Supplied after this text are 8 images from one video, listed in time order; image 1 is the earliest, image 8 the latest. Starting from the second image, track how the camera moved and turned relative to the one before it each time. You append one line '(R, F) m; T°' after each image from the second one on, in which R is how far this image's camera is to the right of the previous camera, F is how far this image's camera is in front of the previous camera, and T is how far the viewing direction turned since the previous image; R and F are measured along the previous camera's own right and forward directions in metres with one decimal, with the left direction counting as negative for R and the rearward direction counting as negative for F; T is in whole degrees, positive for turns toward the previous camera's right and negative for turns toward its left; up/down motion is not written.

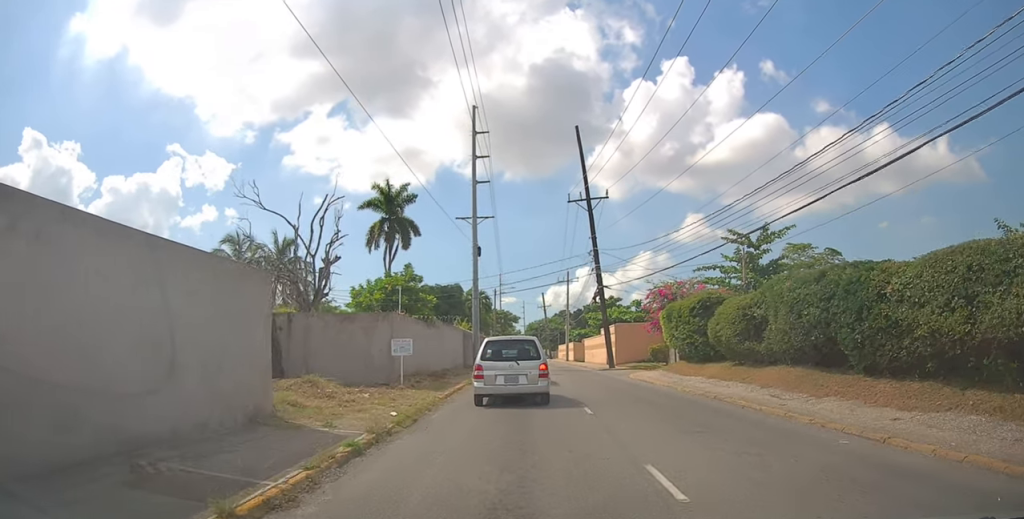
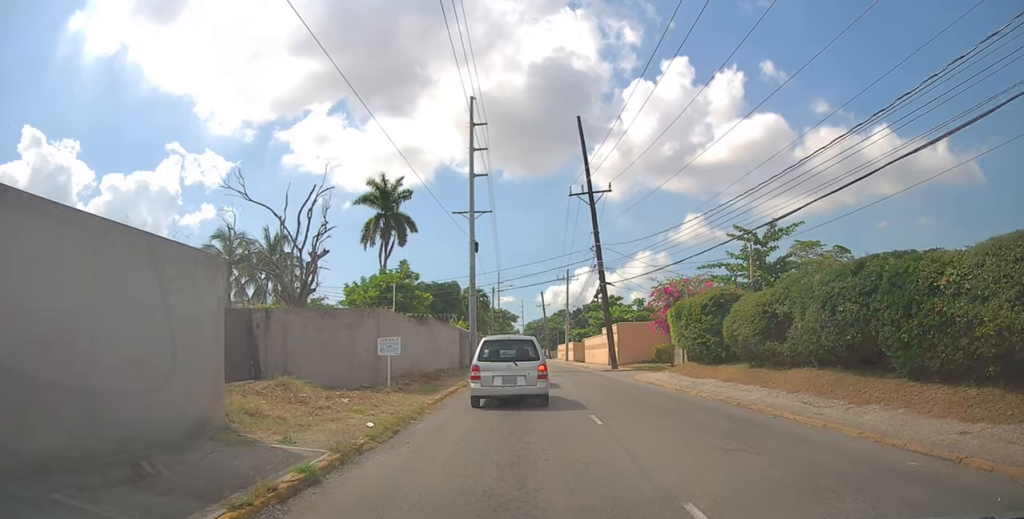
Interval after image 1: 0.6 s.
(-0.1, +1.7) m; -4°
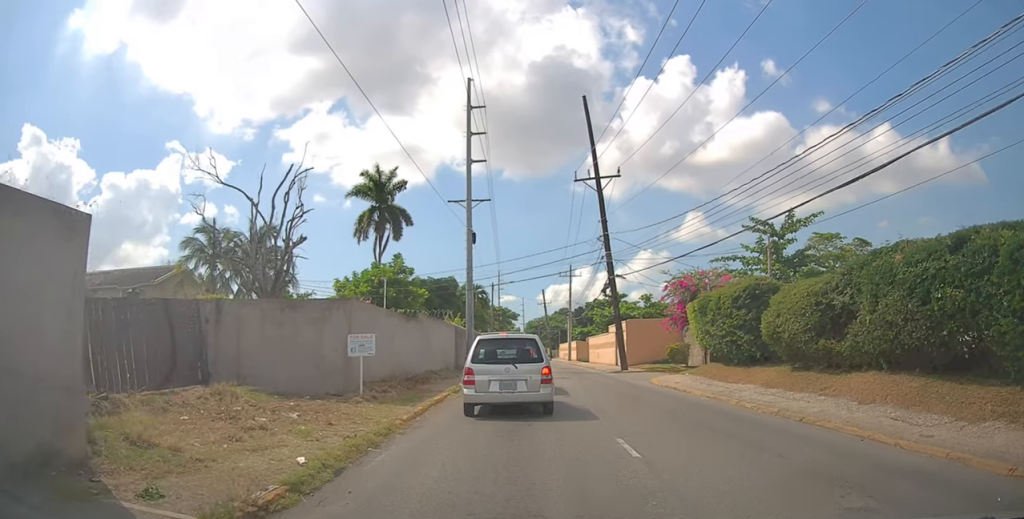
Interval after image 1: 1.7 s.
(0.0, +3.0) m; -1°
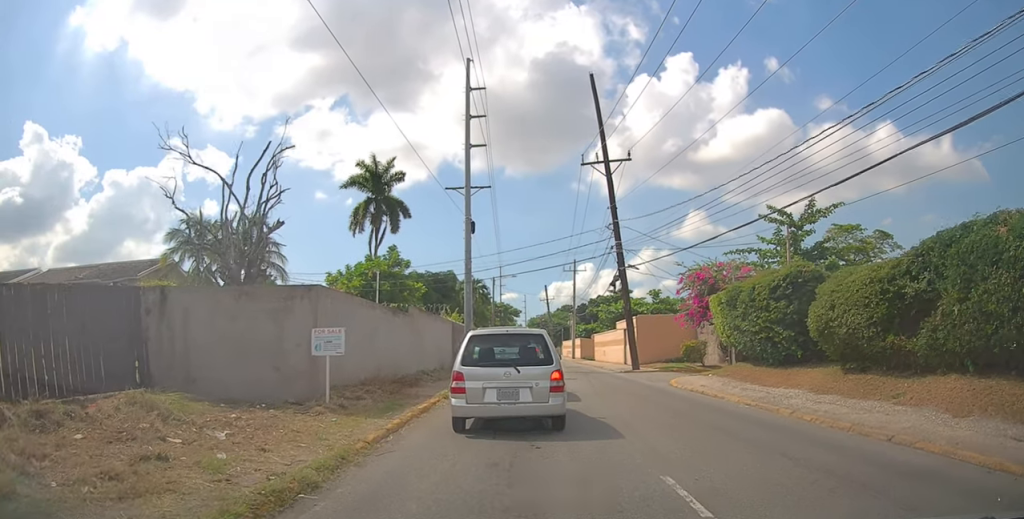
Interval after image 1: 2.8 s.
(0.0, +3.0) m; -4°
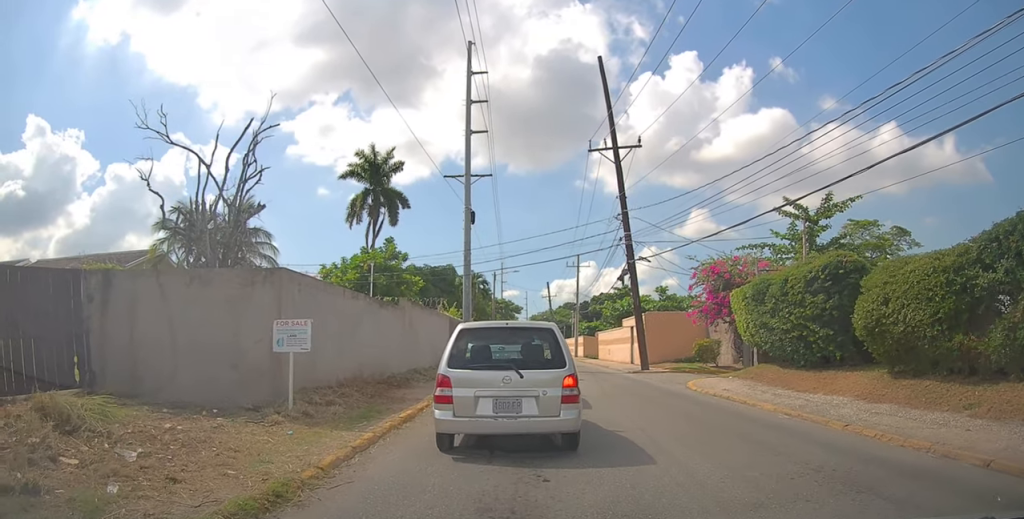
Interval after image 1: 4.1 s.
(-0.2, +2.3) m; -5°
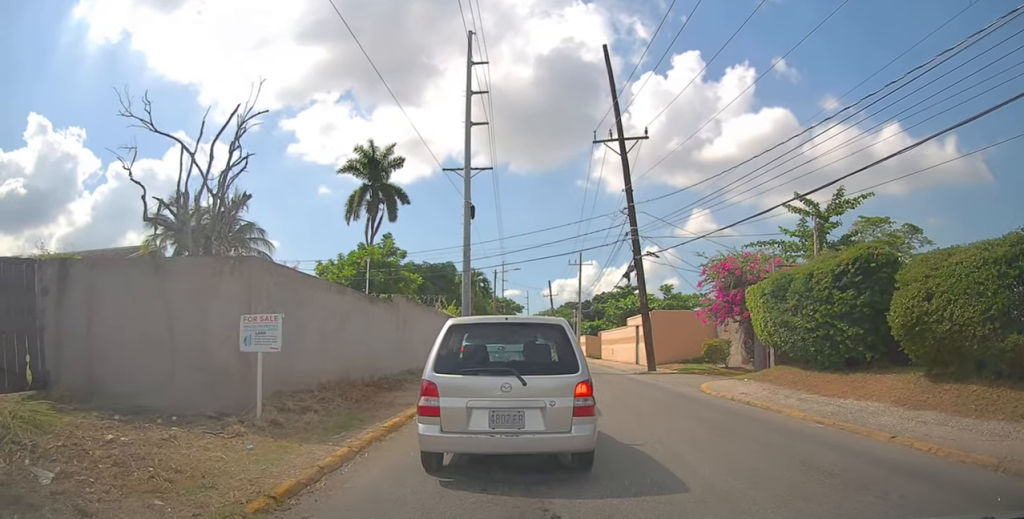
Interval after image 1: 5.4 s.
(+0.1, +1.3) m; 0°
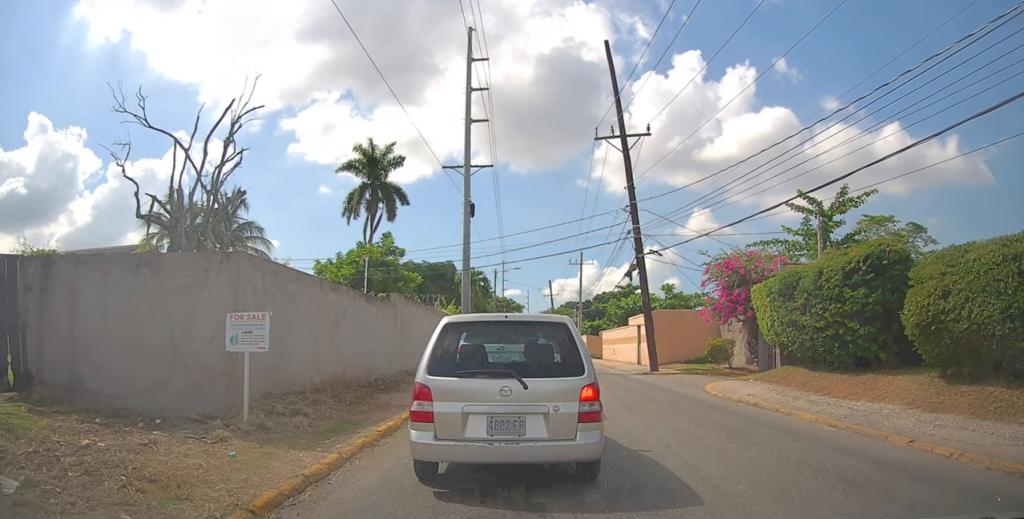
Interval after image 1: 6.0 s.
(+0.2, +0.4) m; 0°
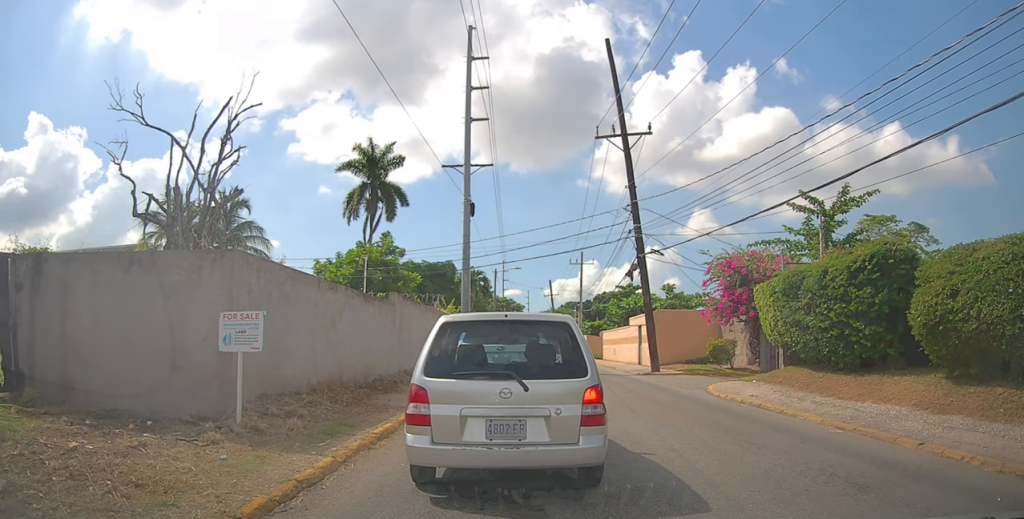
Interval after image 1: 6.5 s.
(+0.2, +0.3) m; 0°
